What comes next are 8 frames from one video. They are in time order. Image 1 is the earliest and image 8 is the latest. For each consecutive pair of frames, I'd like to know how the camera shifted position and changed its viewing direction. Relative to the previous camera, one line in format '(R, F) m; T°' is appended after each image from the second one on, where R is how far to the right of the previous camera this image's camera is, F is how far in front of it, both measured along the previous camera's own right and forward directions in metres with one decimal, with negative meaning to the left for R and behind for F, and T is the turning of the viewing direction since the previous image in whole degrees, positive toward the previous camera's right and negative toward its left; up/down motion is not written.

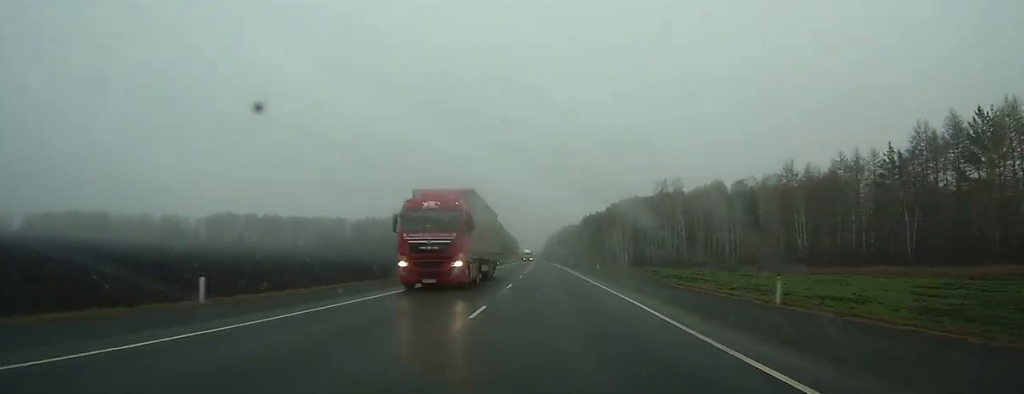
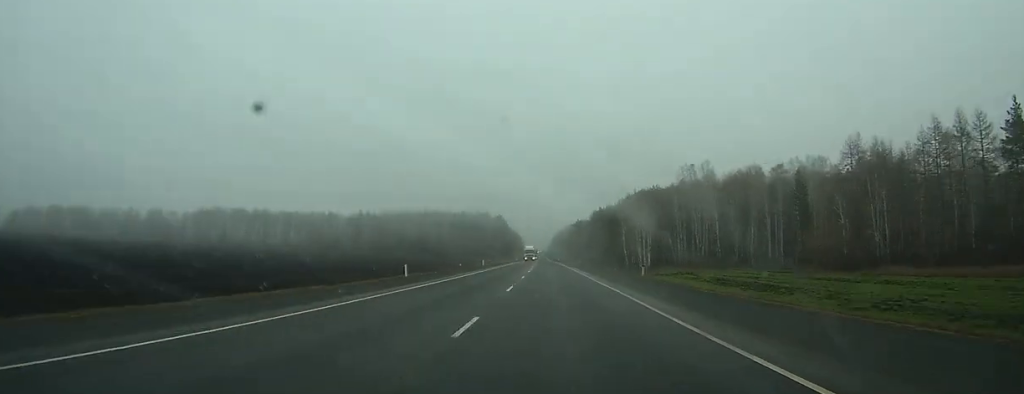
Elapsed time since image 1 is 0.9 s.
(-0.1, +26.6) m; 0°
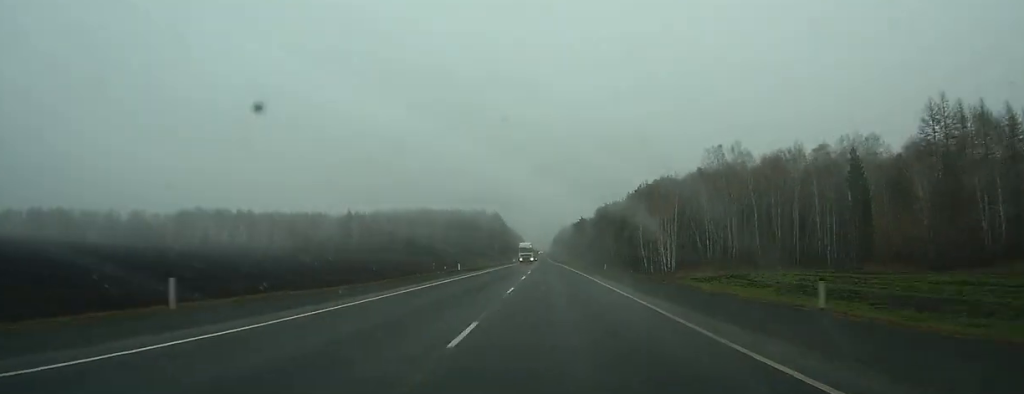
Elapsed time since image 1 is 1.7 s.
(-0.2, +24.5) m; 0°
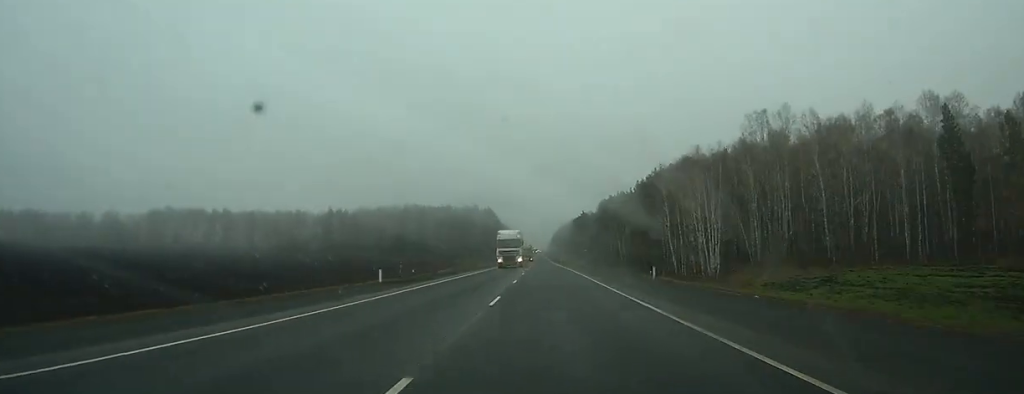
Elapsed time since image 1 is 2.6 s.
(-0.1, +28.6) m; 0°
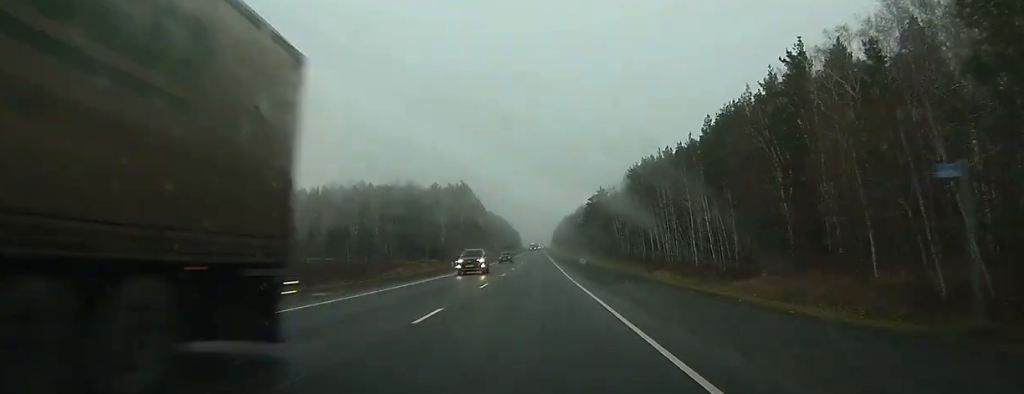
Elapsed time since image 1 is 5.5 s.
(+4.2, +85.3) m; +2°
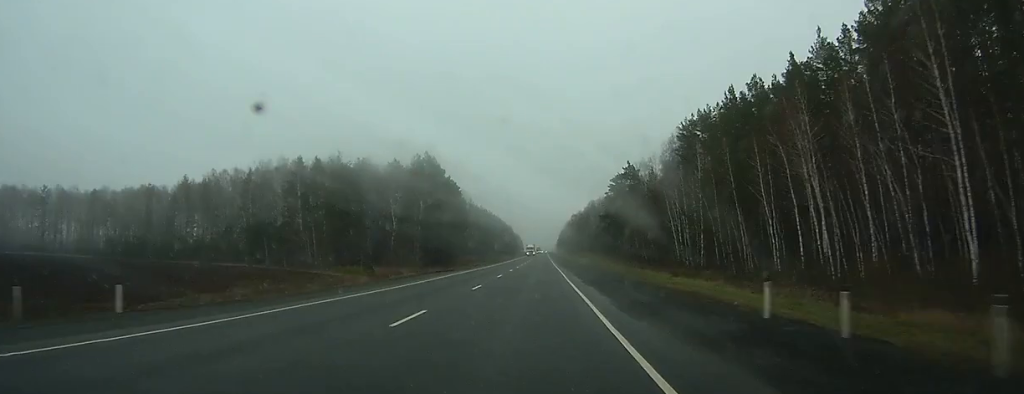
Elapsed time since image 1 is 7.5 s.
(-1.8, +57.8) m; -5°
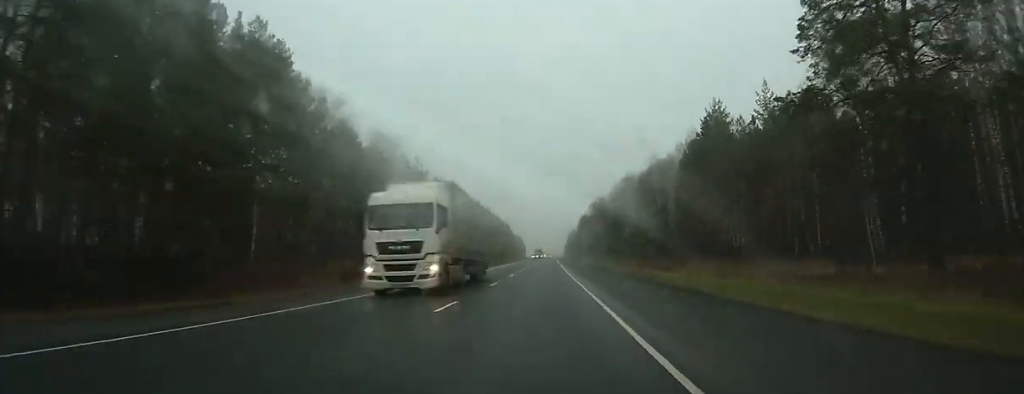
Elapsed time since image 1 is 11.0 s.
(-1.7, +109.9) m; +2°
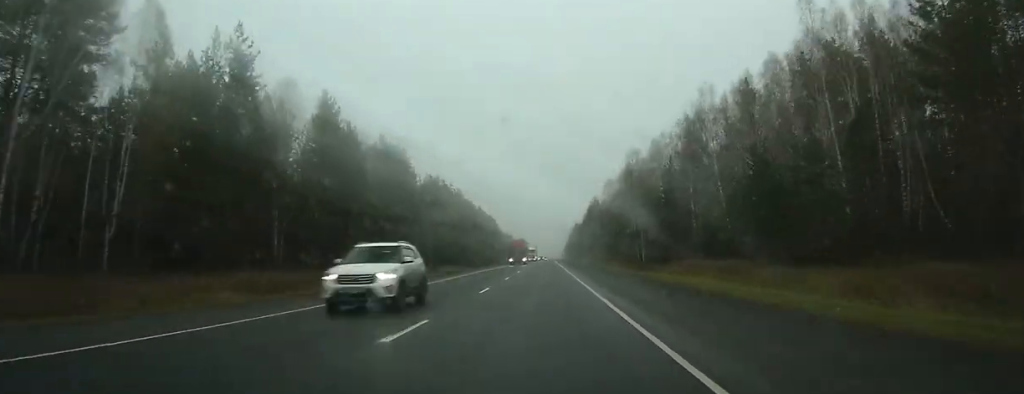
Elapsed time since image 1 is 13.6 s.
(-0.1, +81.6) m; 0°
